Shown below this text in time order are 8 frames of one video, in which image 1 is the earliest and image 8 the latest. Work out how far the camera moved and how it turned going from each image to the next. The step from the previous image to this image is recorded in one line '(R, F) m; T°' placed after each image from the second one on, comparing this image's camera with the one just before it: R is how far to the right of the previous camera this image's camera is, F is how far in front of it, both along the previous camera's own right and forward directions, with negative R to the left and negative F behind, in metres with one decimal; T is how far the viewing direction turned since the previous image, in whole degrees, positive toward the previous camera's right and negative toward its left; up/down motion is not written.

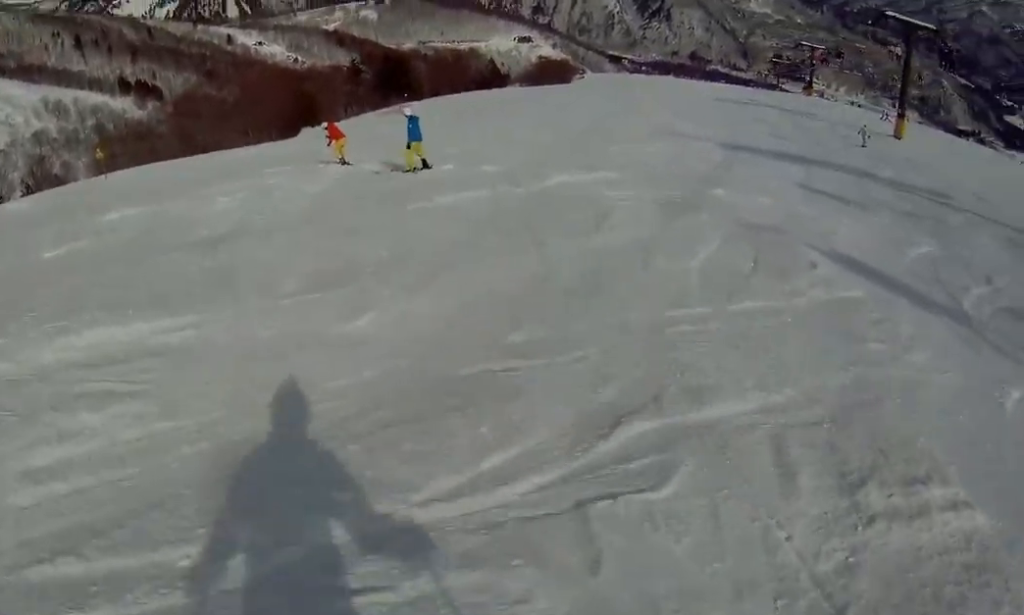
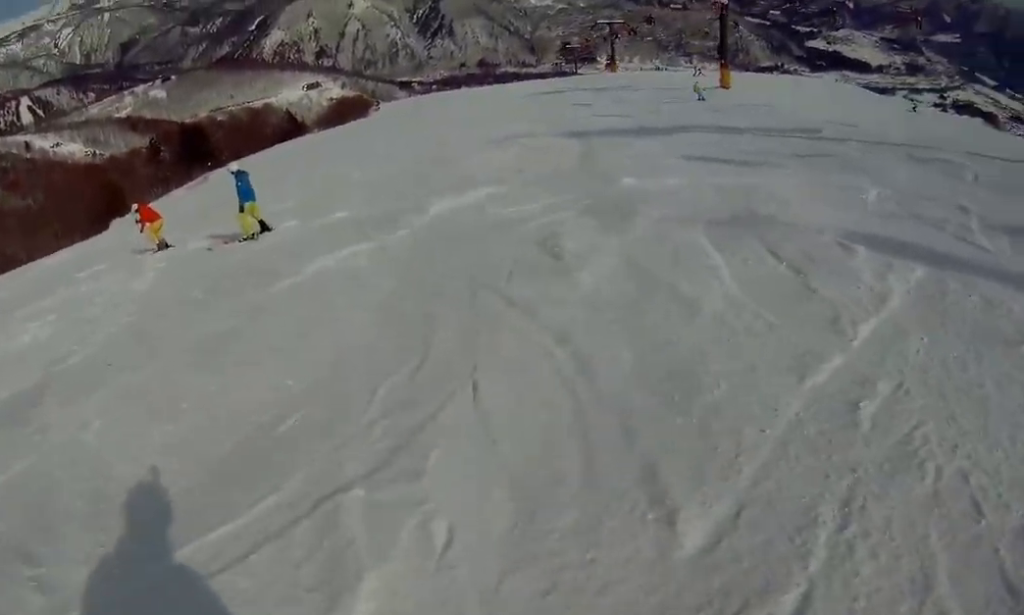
(+1.2, +2.2) m; +16°
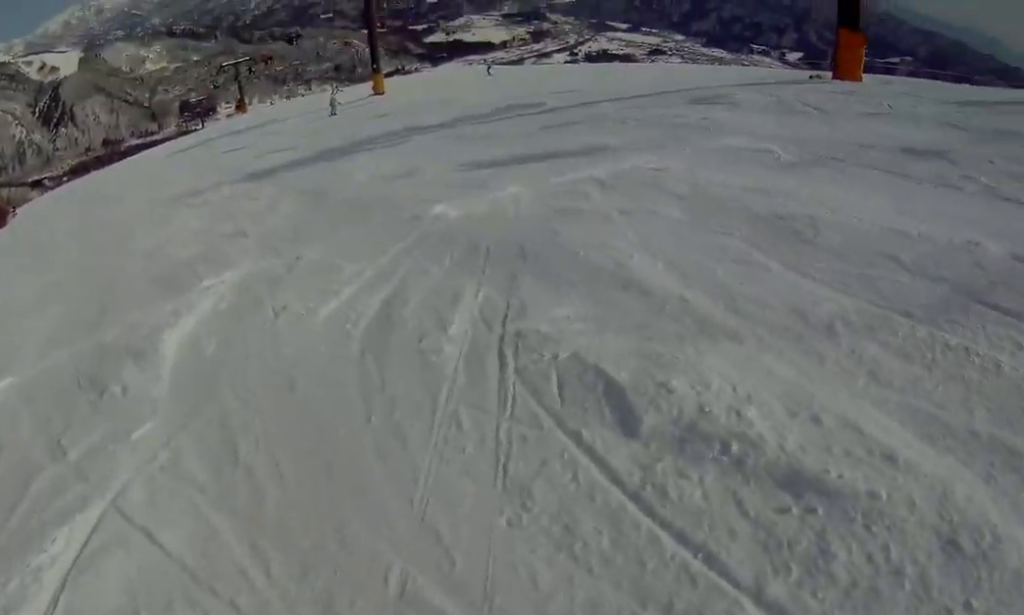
(+1.6, +5.1) m; +22°
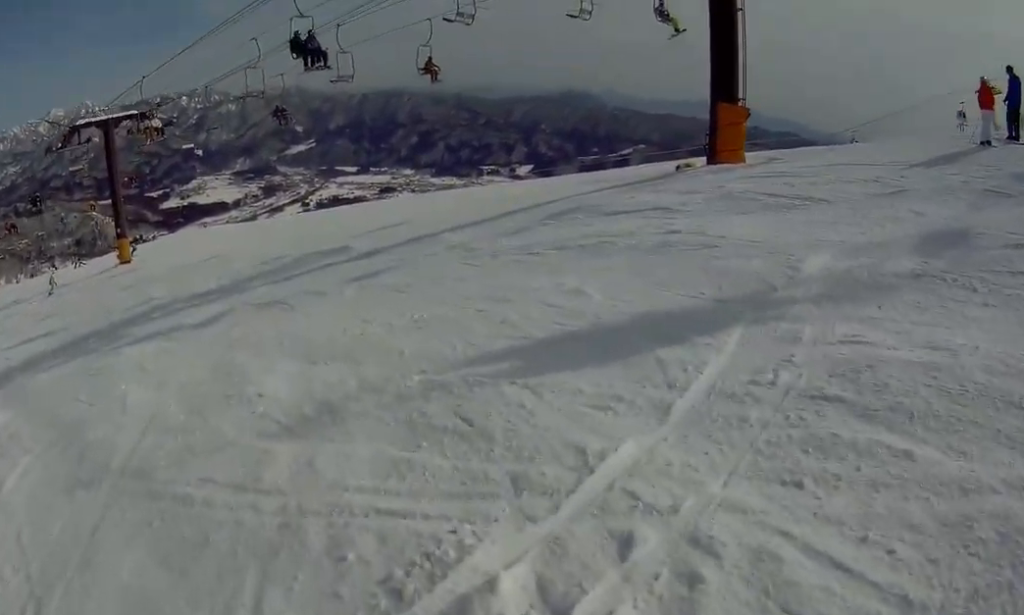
(+0.7, +7.7) m; +5°
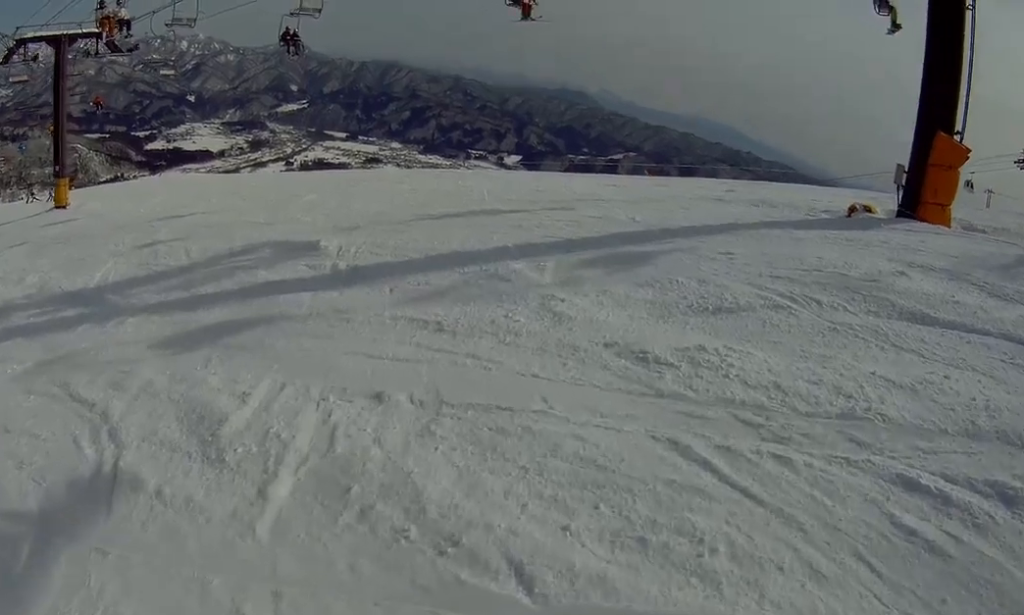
(-0.7, +10.9) m; -10°
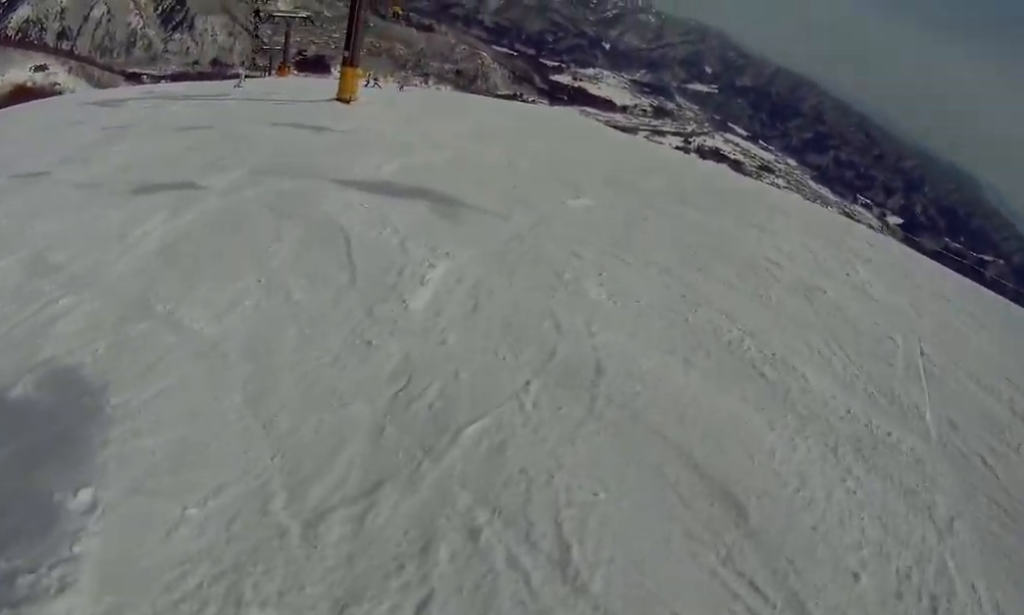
(-1.2, +13.0) m; -11°
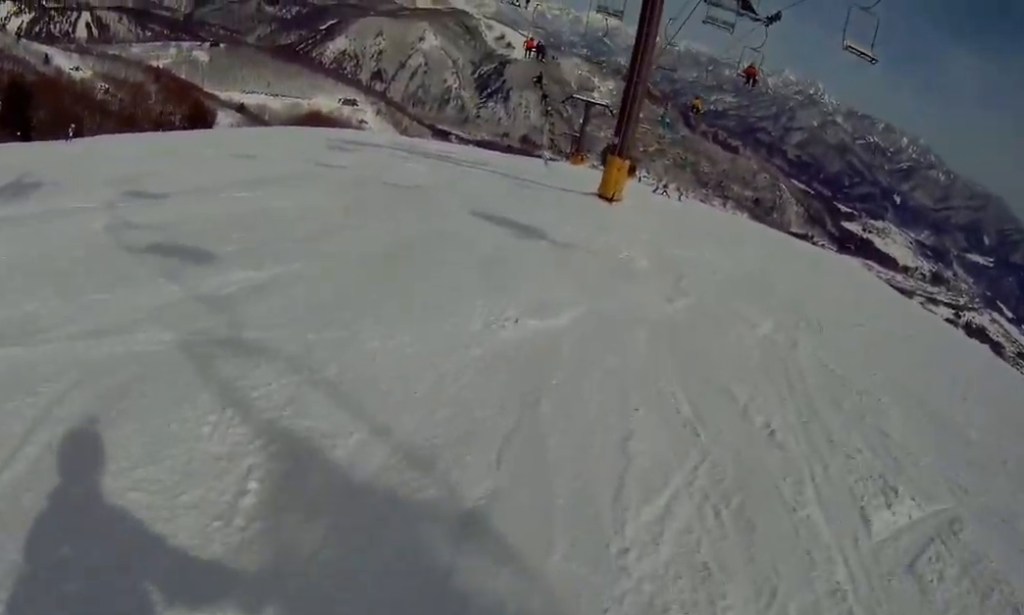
(-0.5, +5.9) m; -27°
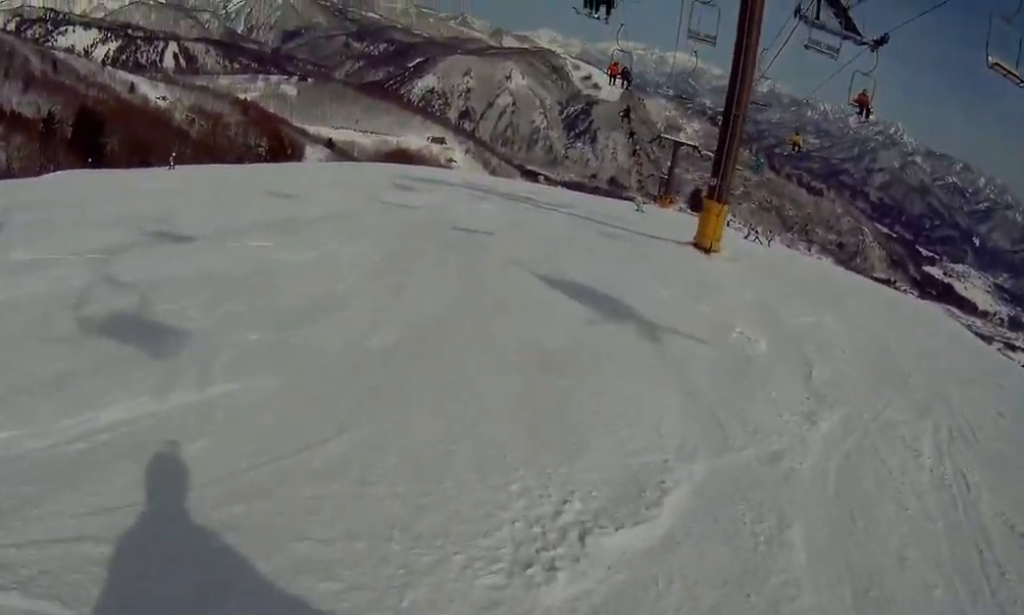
(+0.5, +2.0) m; -20°
